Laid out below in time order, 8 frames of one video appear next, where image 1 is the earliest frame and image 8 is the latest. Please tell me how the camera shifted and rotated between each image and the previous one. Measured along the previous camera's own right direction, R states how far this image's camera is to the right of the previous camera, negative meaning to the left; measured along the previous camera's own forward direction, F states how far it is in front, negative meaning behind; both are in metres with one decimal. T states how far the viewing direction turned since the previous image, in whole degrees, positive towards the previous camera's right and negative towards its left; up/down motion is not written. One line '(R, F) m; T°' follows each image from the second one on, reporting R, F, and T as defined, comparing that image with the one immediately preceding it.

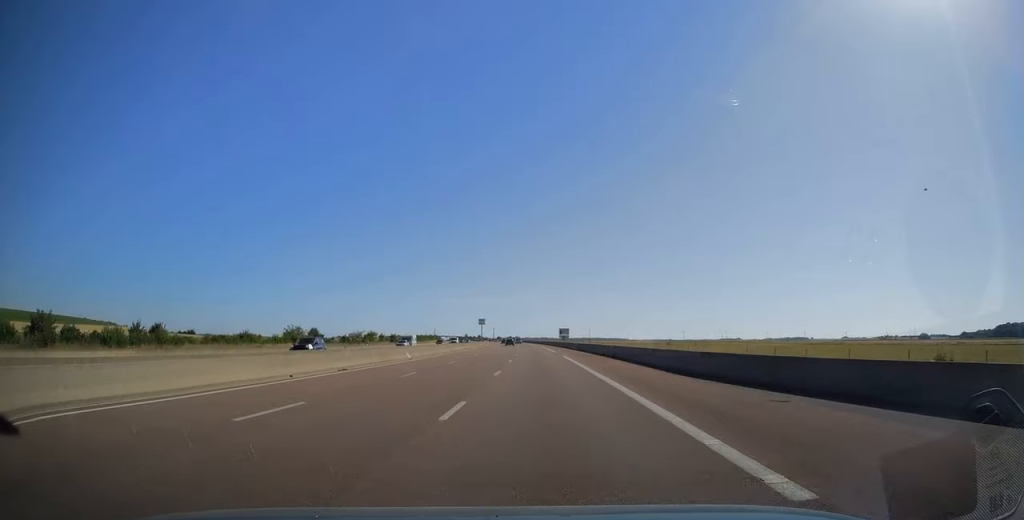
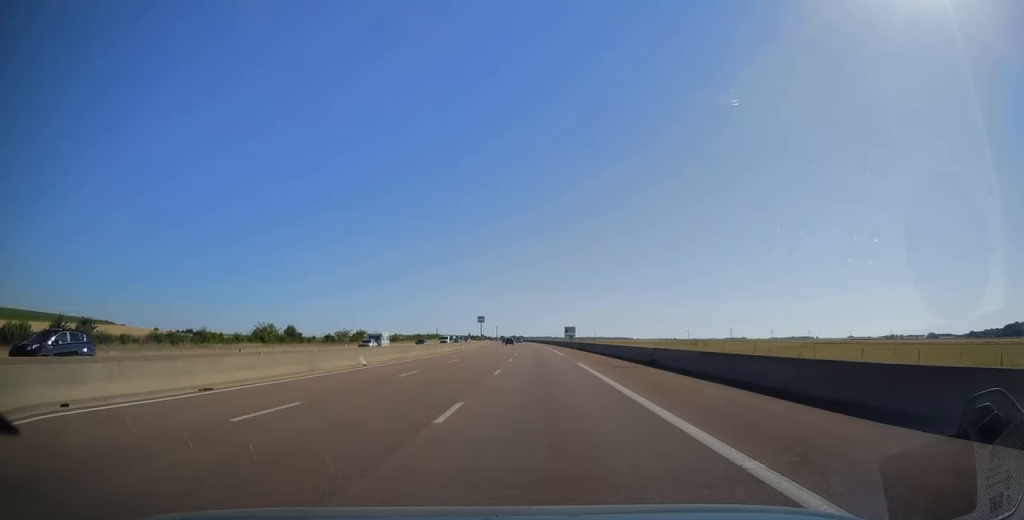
(0.0, +13.3) m; 0°
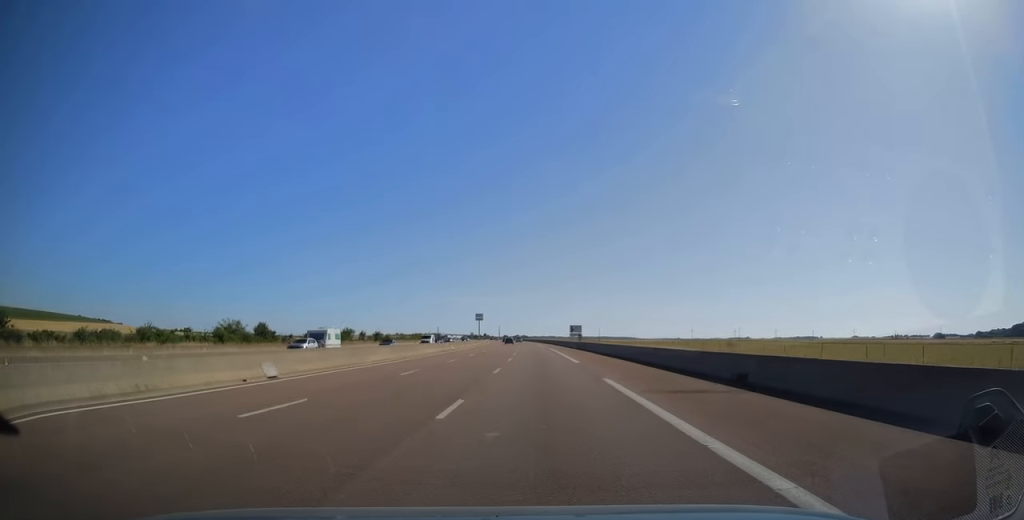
(0.0, +12.8) m; 0°
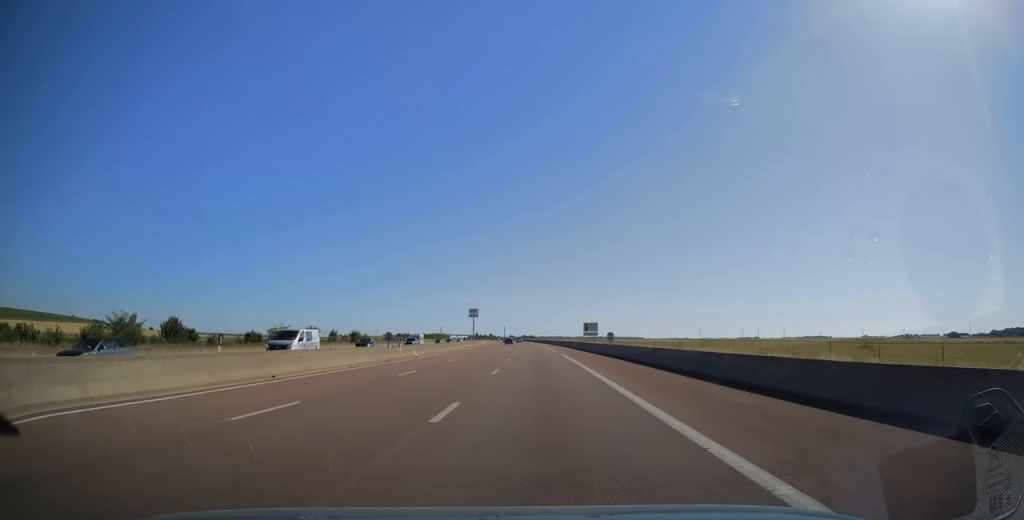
(-0.1, +26.5) m; 0°
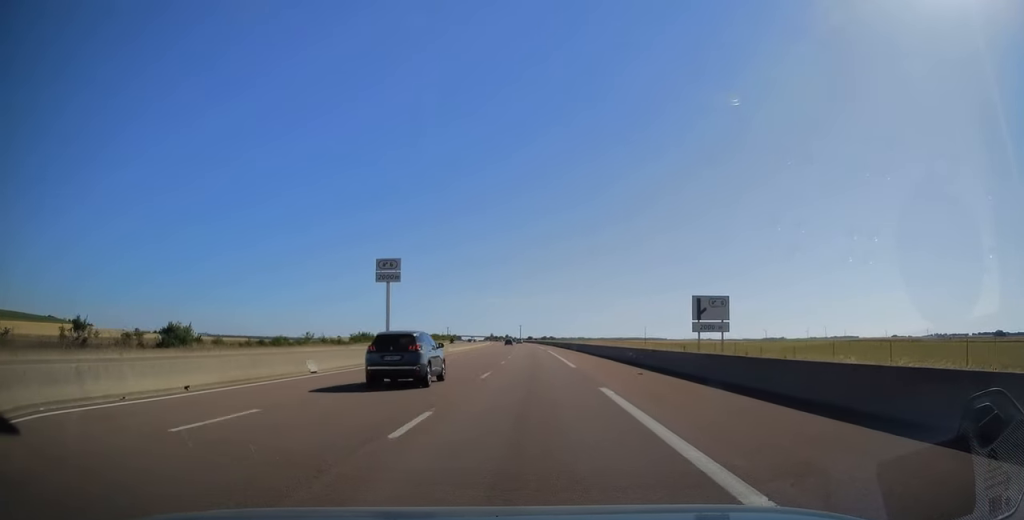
(-1.9, +80.1) m; -3°
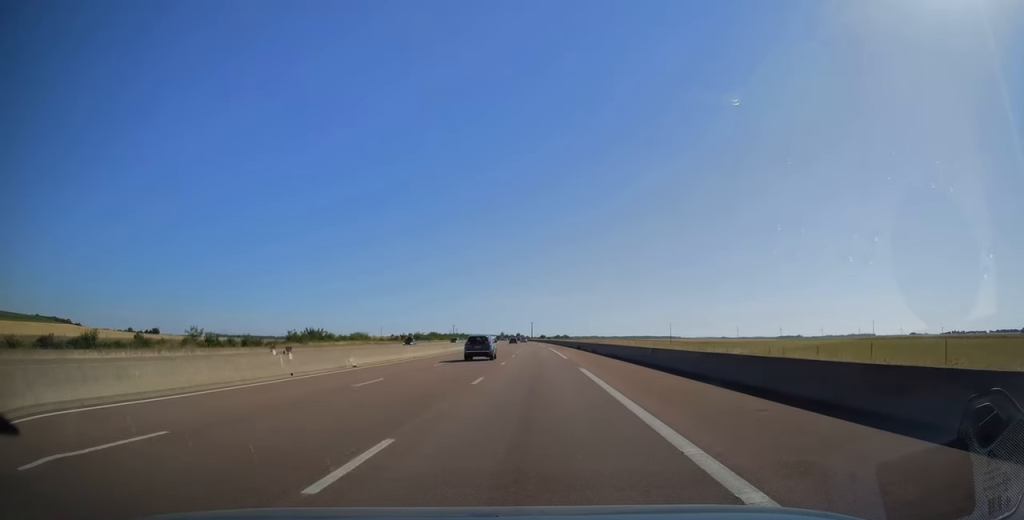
(+0.1, +42.4) m; 0°
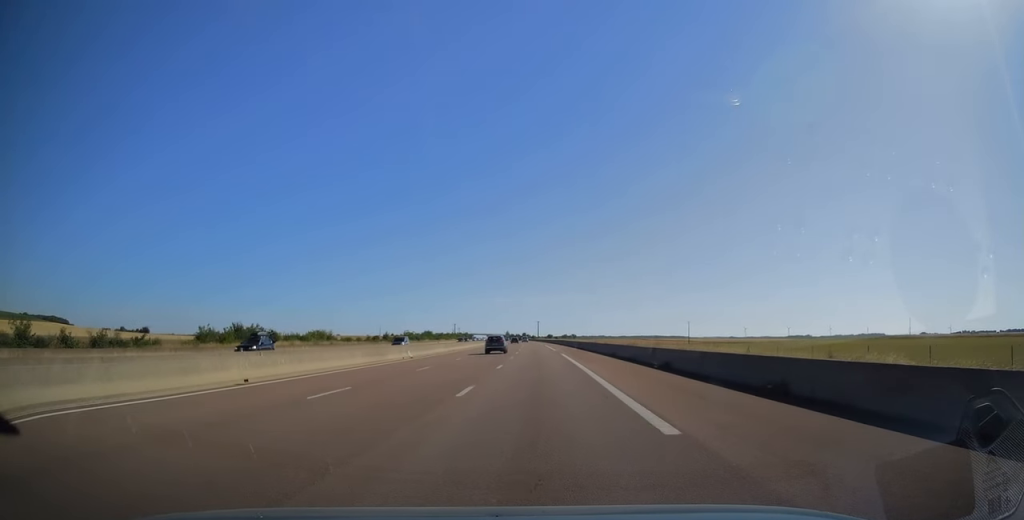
(-0.4, +30.1) m; -2°
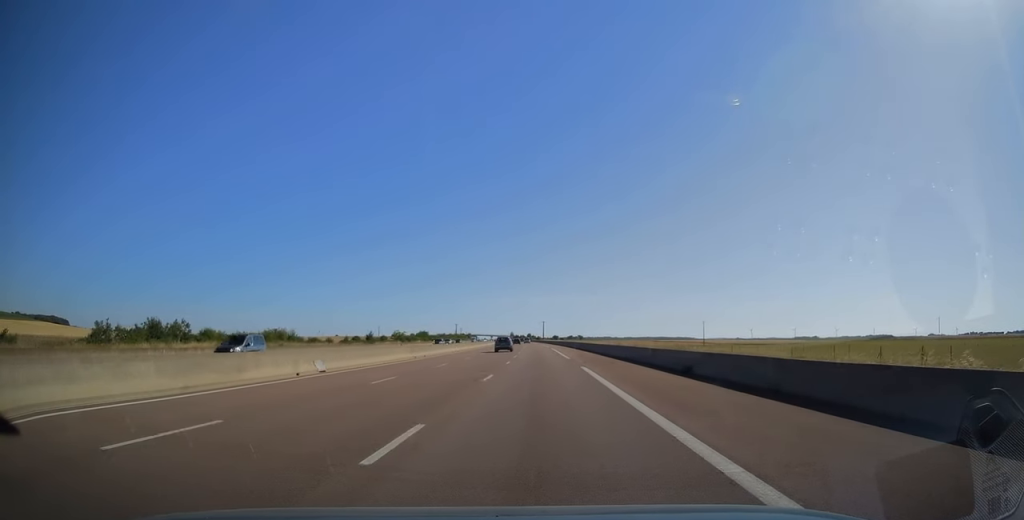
(-0.3, +20.9) m; 0°
